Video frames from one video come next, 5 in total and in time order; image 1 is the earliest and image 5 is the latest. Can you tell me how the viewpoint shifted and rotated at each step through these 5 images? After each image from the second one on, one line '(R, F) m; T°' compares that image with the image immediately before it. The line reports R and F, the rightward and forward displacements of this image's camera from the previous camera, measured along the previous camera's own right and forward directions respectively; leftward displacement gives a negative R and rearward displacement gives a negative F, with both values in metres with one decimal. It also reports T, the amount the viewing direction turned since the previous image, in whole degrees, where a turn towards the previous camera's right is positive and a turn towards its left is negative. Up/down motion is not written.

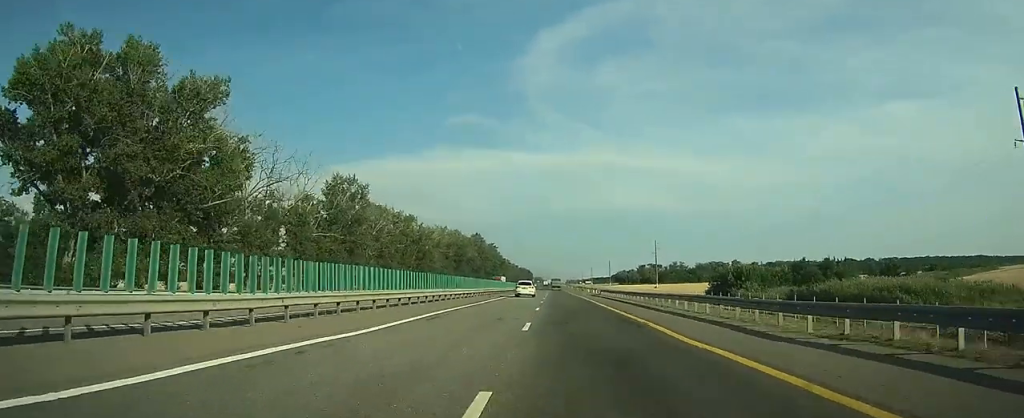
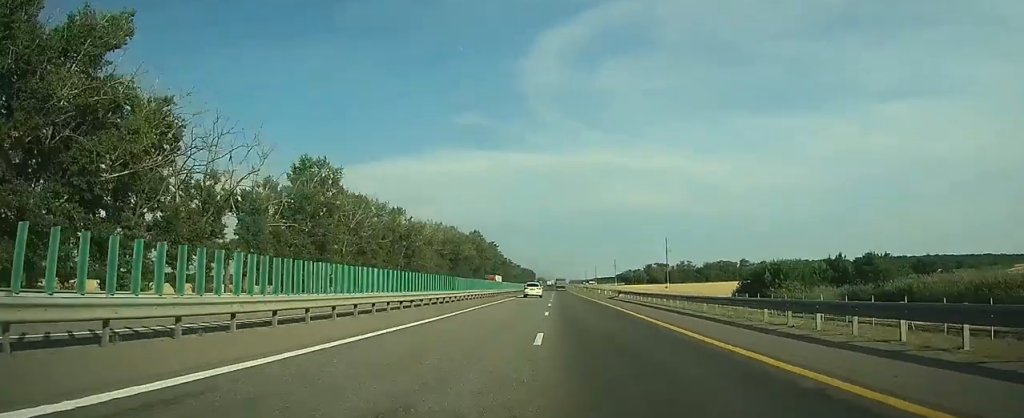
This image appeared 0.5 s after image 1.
(0.0, +15.5) m; 0°
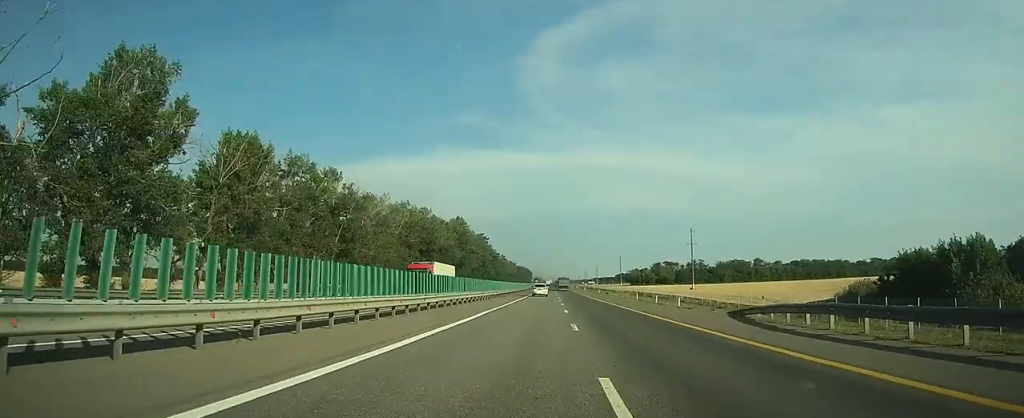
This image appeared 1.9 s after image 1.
(-0.3, +42.6) m; 0°
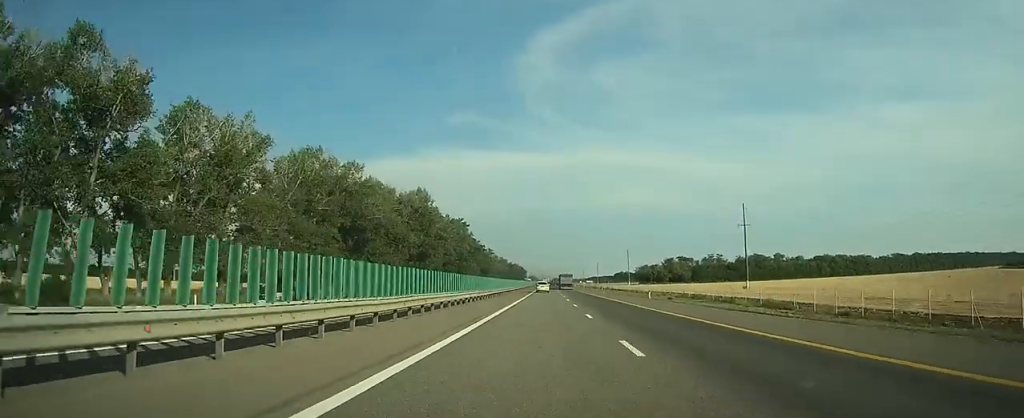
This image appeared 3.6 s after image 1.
(+0.1, +54.4) m; 0°
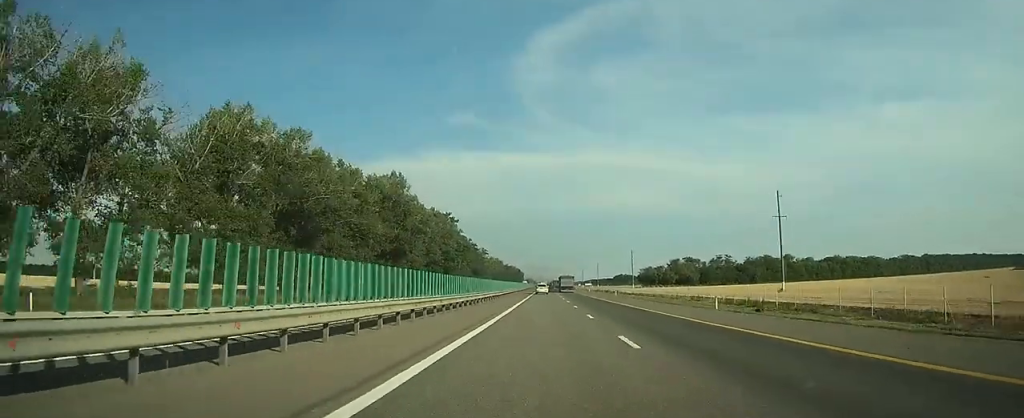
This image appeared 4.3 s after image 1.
(0.0, +22.1) m; 0°
